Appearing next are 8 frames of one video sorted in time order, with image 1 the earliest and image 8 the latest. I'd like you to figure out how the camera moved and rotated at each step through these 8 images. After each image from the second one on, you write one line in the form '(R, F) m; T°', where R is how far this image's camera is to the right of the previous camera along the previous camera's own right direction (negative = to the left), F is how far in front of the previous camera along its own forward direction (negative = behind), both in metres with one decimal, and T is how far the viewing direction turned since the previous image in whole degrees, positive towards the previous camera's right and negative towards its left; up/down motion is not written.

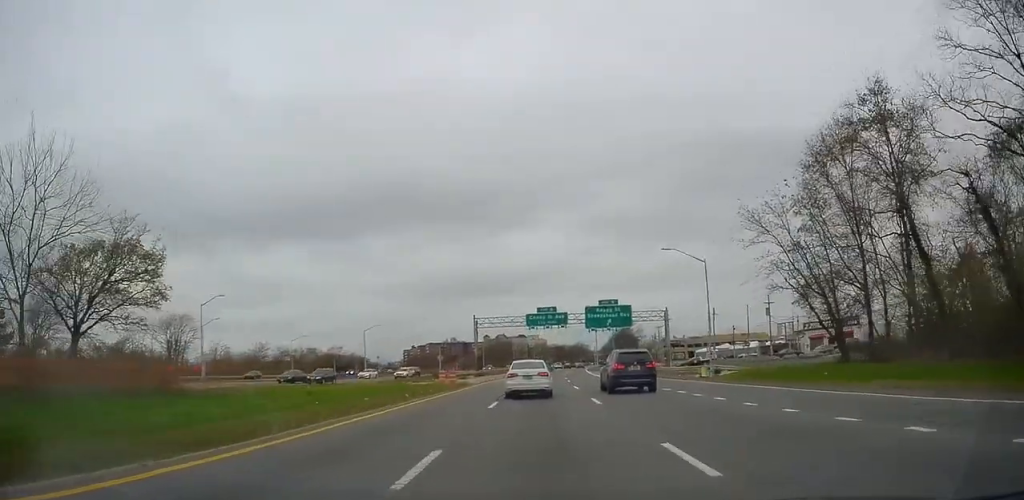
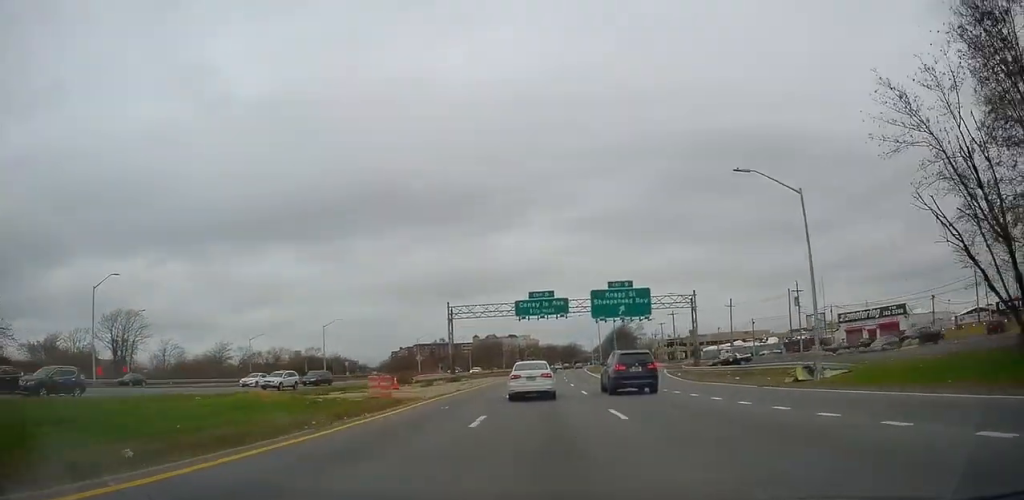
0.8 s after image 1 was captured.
(0.0, +17.3) m; 0°
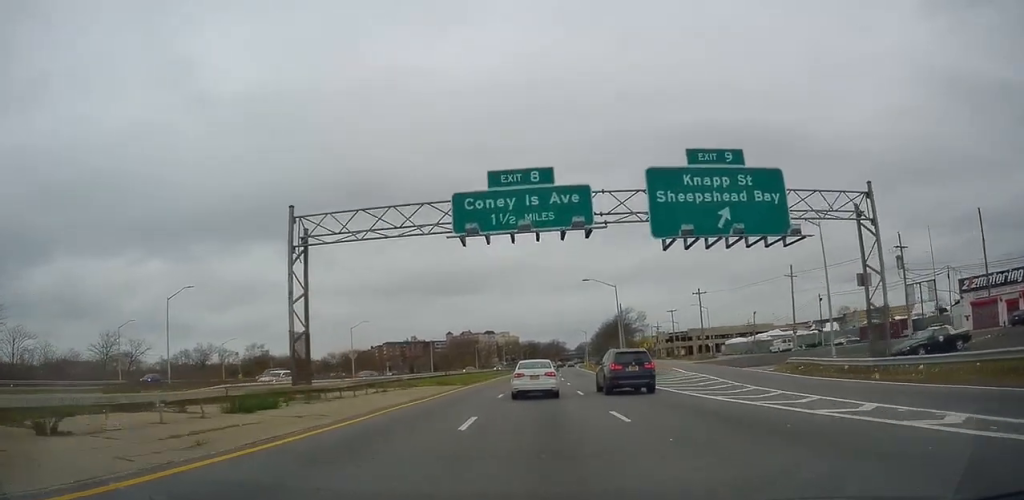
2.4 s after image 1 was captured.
(0.0, +36.9) m; +1°
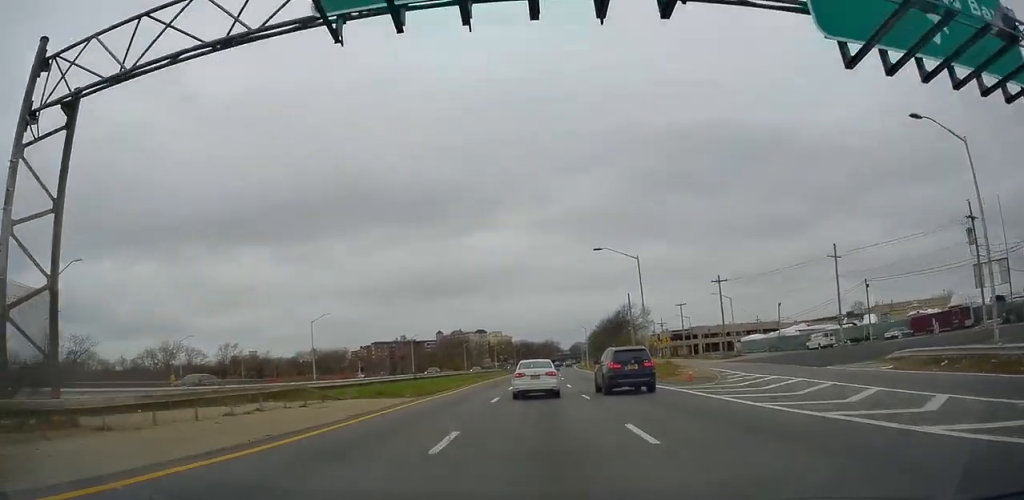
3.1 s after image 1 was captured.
(+0.3, +14.8) m; +1°
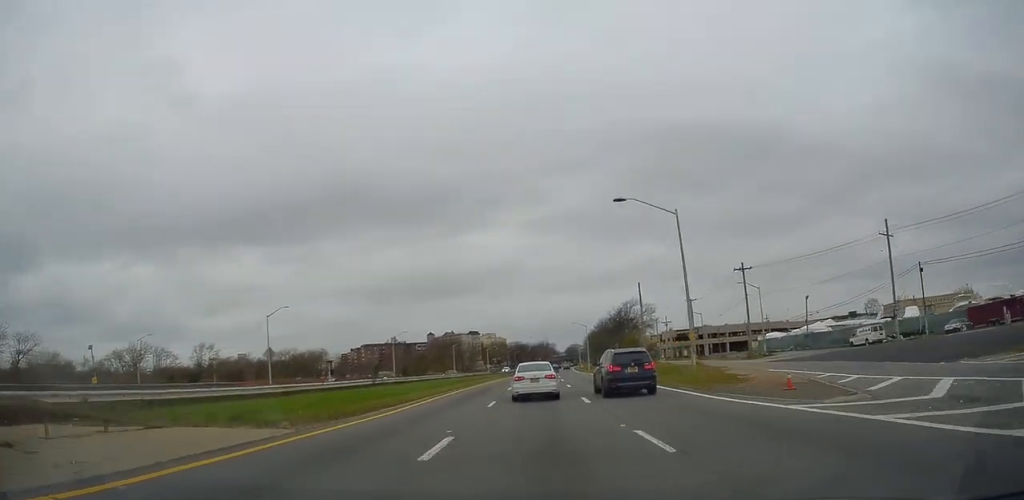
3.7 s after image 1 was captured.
(+0.1, +12.5) m; +1°
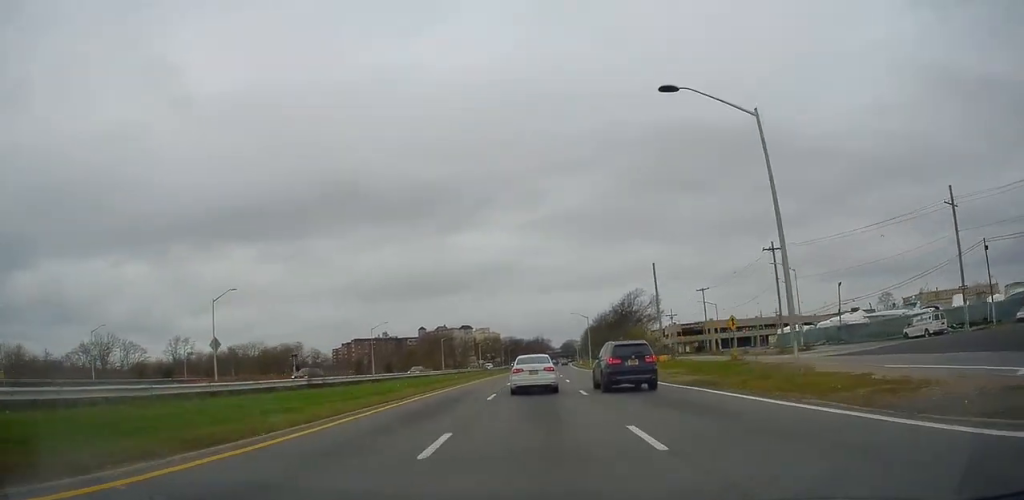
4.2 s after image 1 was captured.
(0.0, +11.4) m; 0°
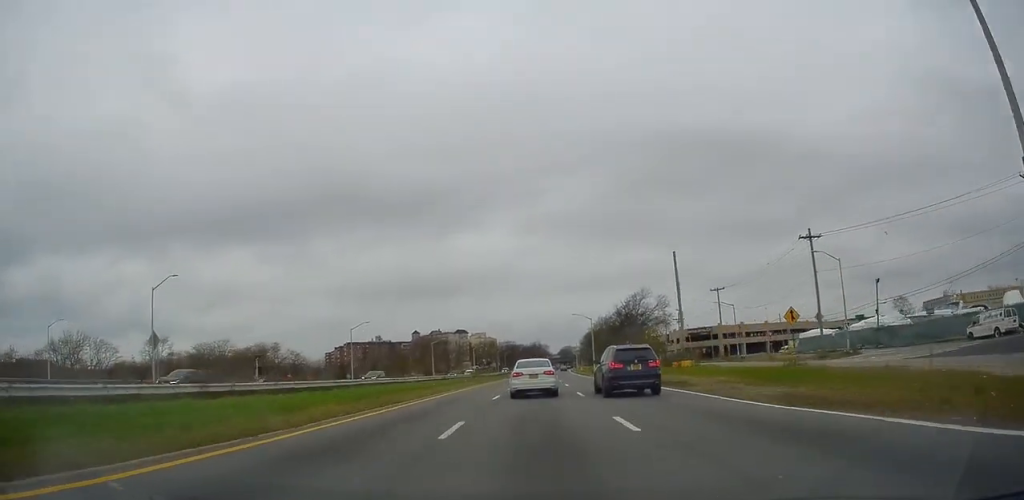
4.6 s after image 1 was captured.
(0.0, +9.9) m; 0°
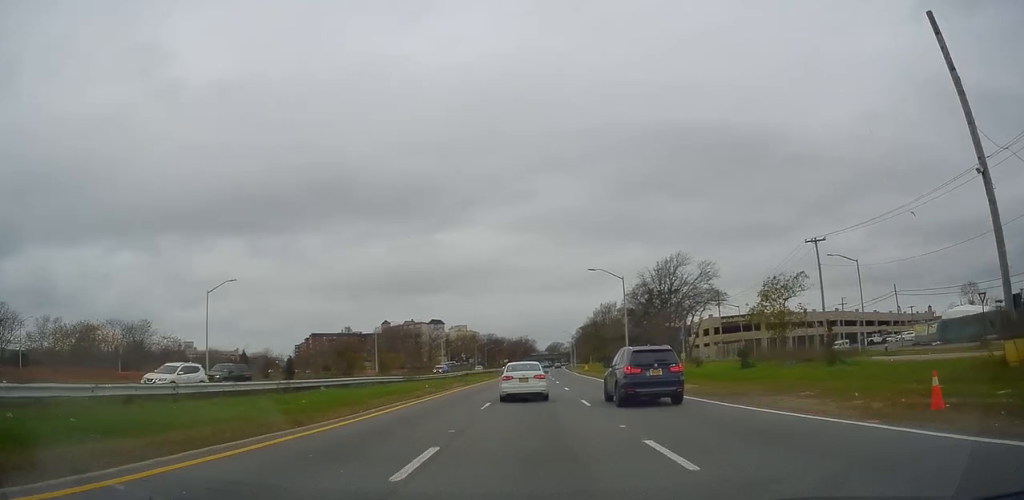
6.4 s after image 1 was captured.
(+0.8, +38.7) m; +2°
